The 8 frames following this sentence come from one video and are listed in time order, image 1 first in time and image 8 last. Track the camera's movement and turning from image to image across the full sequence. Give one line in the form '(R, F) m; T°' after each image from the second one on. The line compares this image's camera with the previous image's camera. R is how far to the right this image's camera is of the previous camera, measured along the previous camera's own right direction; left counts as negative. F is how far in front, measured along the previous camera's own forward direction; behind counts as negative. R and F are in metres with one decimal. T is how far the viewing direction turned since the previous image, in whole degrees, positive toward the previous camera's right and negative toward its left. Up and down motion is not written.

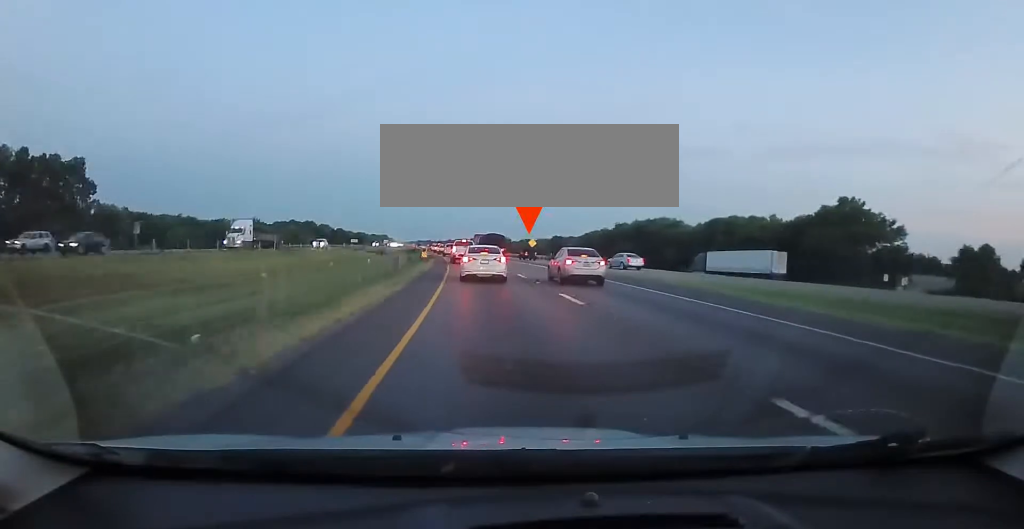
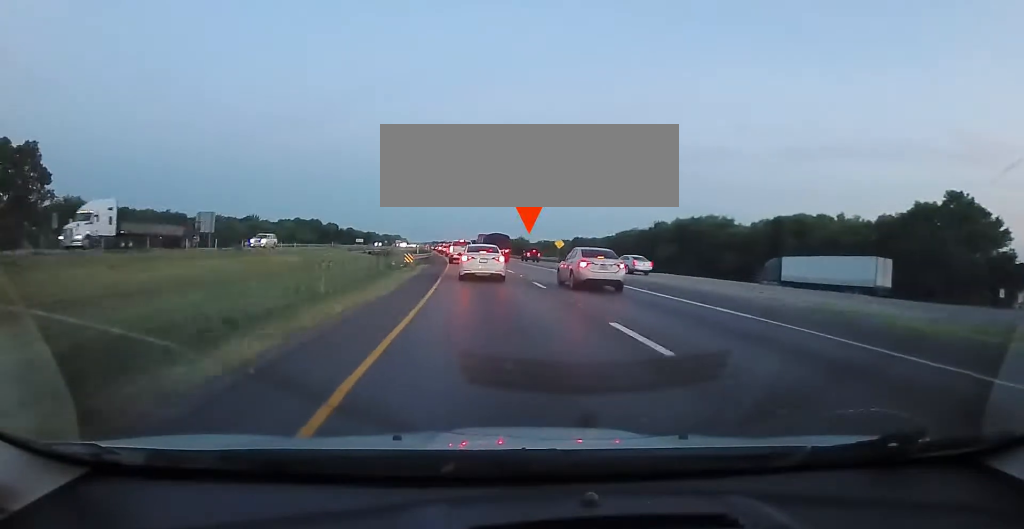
(+0.1, +19.0) m; -1°
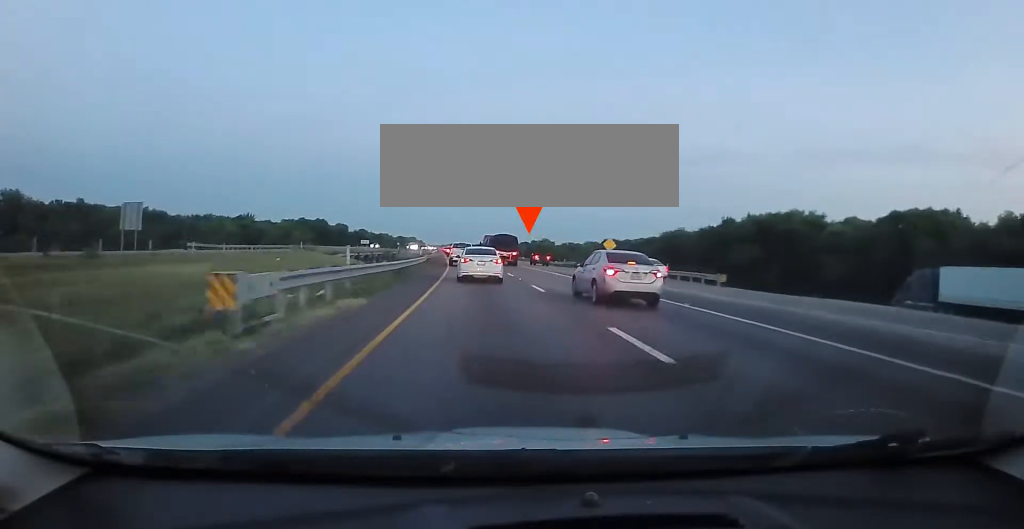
(-0.6, +24.7) m; -3°
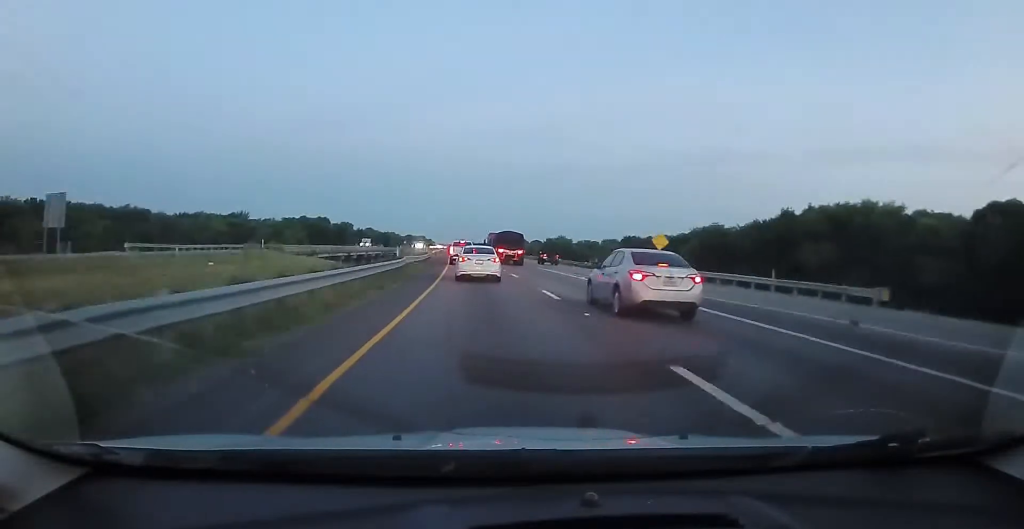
(-0.2, +15.7) m; -2°
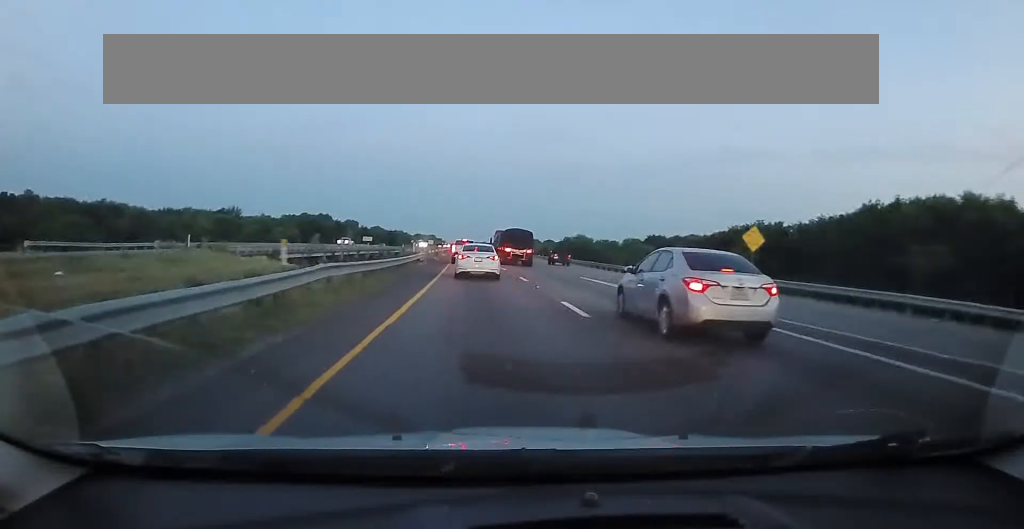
(-0.6, +16.5) m; -1°
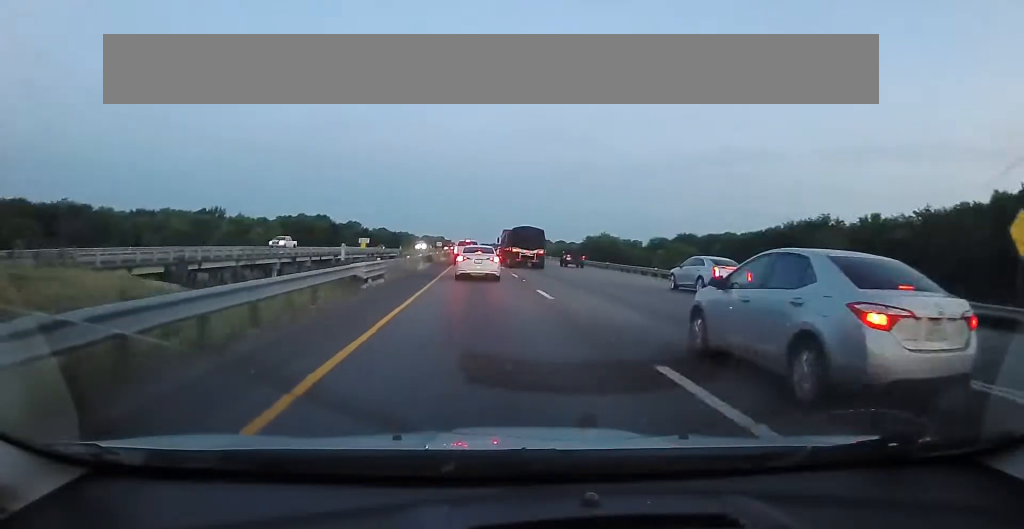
(-0.1, +21.2) m; 0°
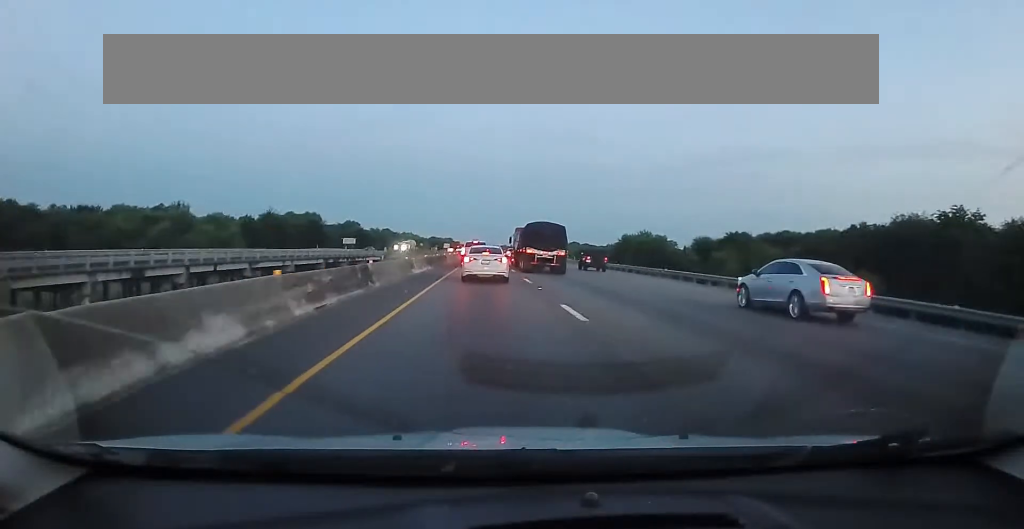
(+0.1, +29.4) m; 0°
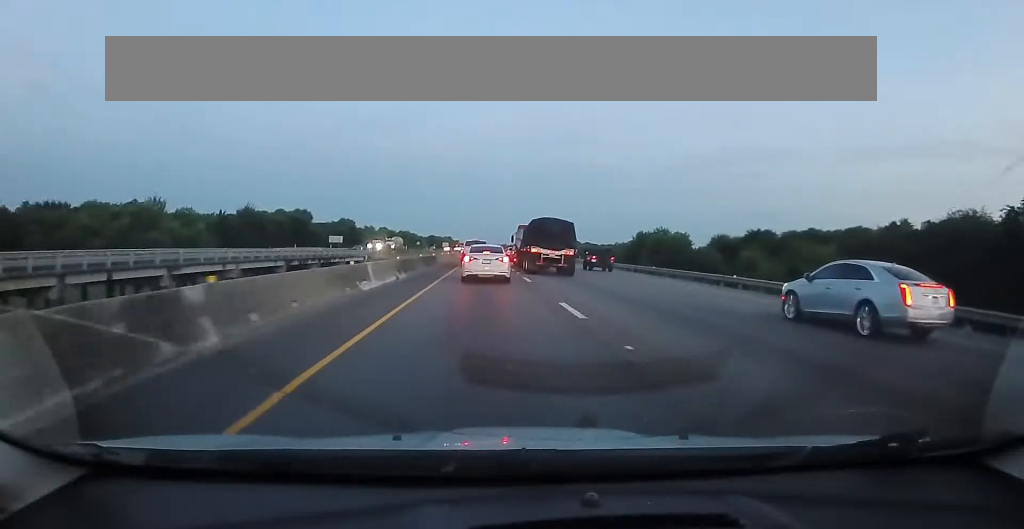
(0.0, +12.1) m; -1°
